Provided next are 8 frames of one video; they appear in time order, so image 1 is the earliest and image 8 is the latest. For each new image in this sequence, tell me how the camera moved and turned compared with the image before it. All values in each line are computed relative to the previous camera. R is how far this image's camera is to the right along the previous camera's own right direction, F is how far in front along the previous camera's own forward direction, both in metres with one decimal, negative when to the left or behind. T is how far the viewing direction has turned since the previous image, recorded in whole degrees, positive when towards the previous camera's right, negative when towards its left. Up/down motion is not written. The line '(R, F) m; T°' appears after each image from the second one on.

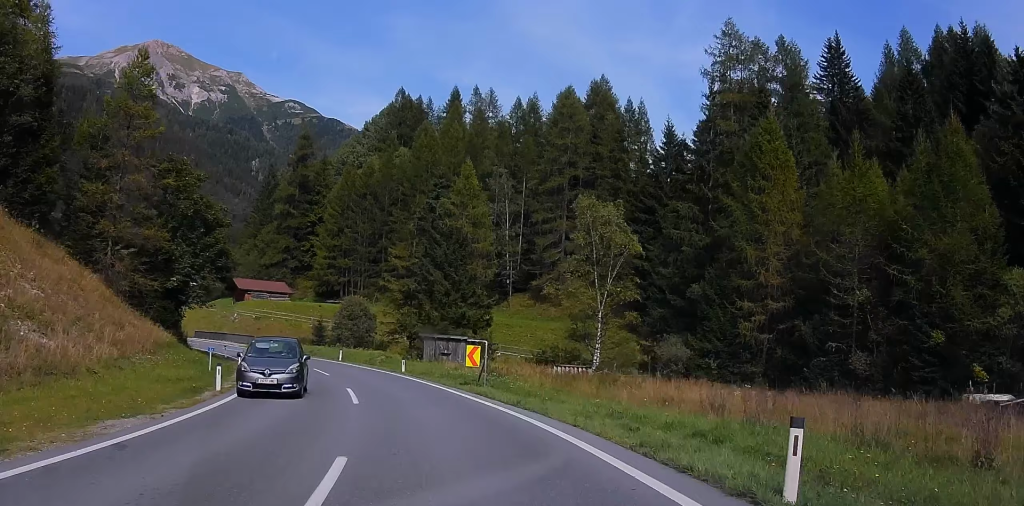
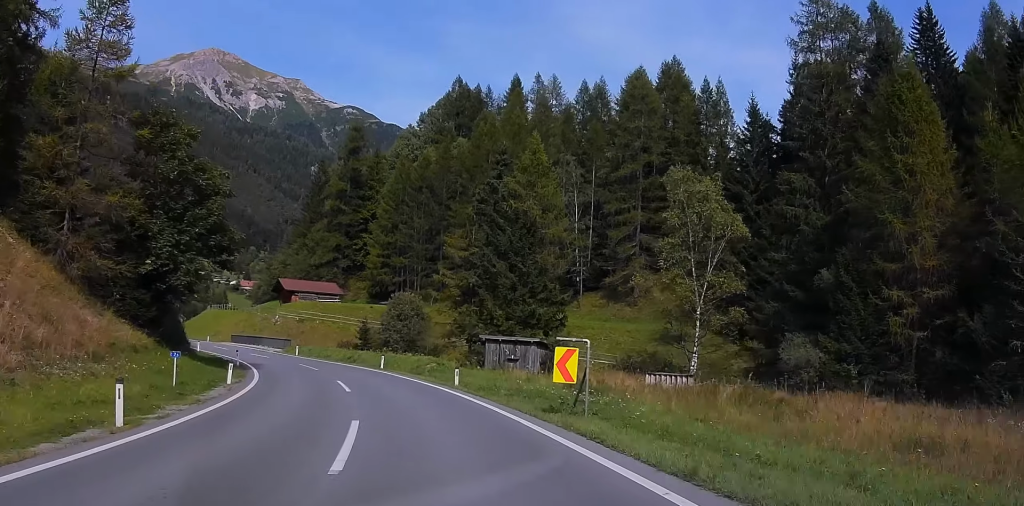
(-1.4, +9.9) m; -6°
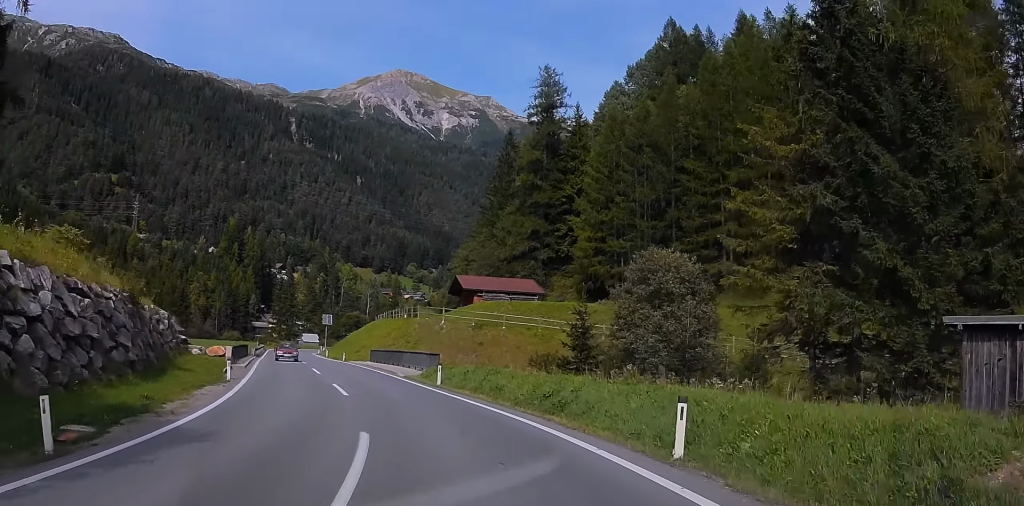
(+0.2, +33.0) m; 0°
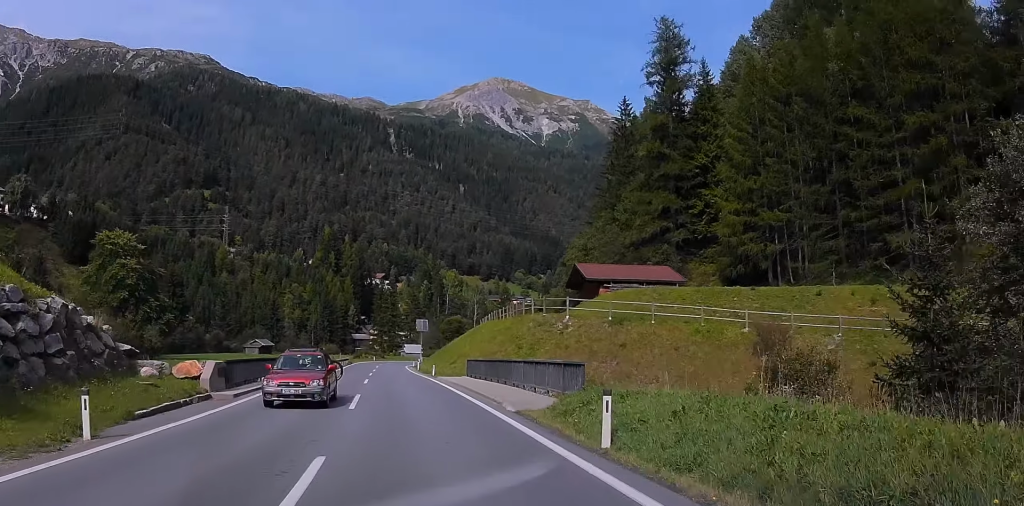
(-0.9, +18.3) m; -12°
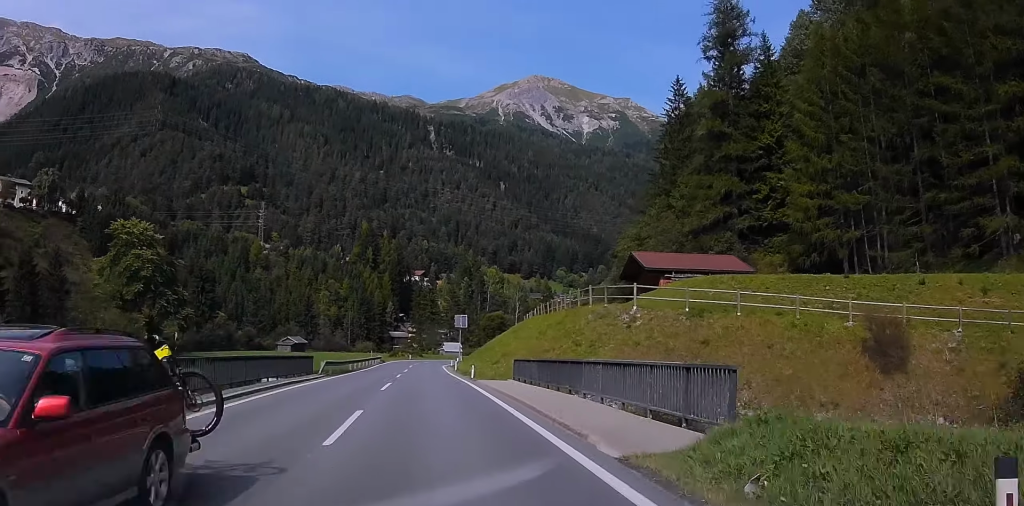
(-1.2, +8.4) m; -5°
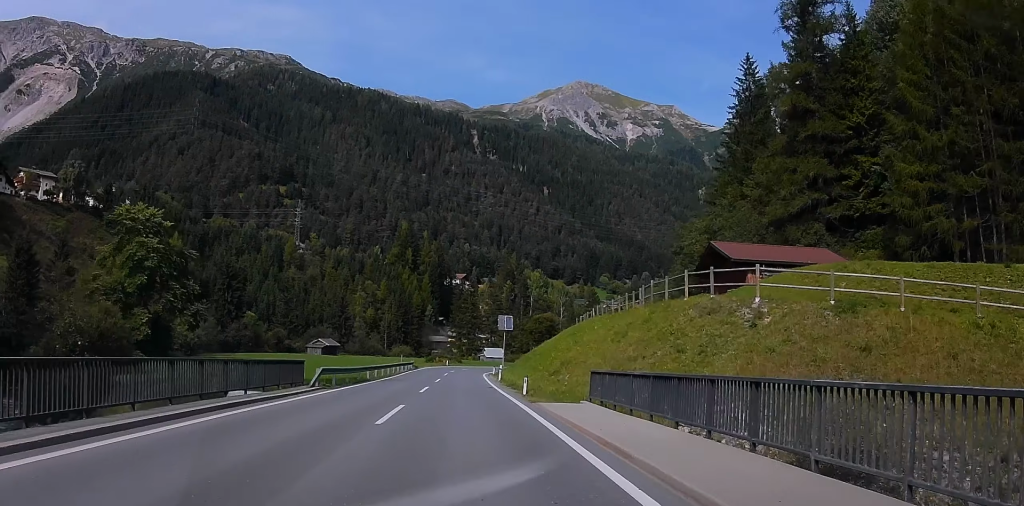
(-0.6, +11.8) m; -3°
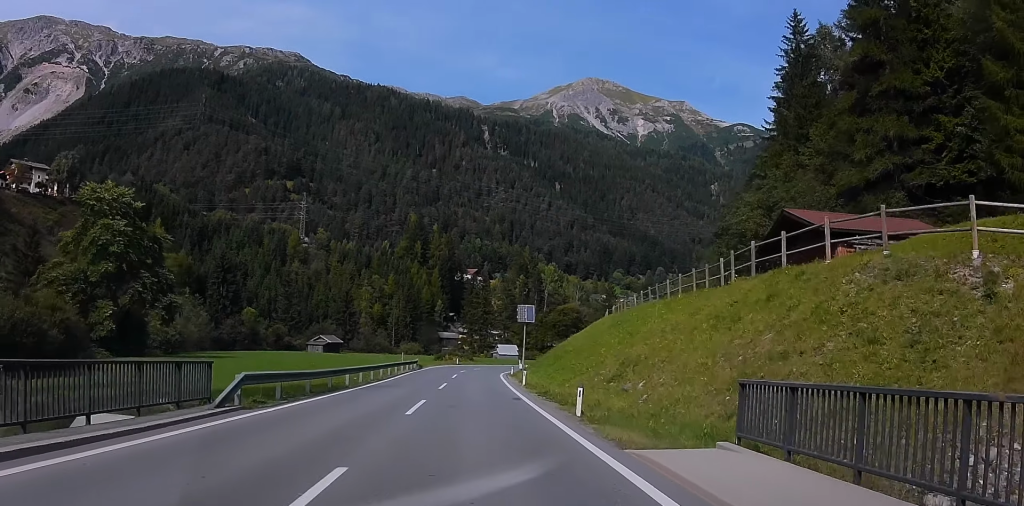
(0.0, +12.2) m; 0°
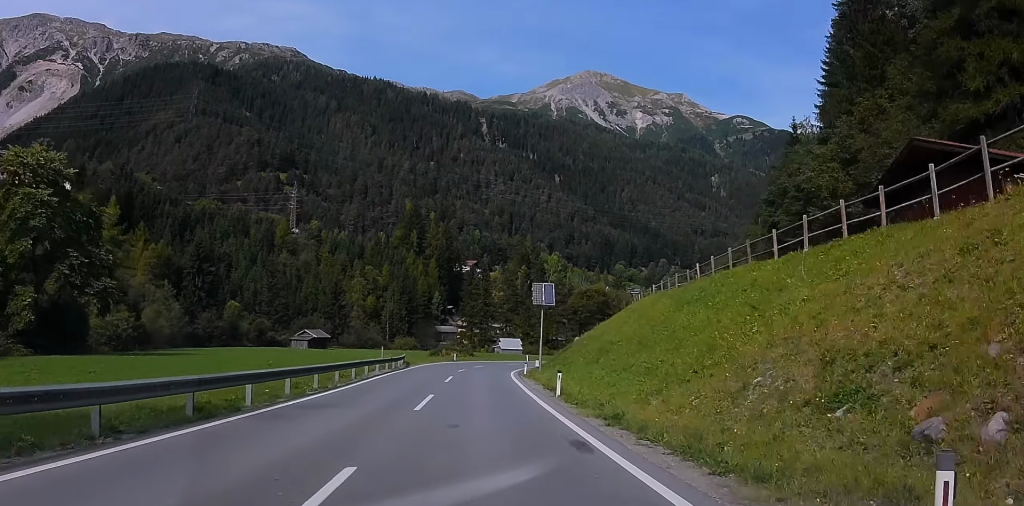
(+0.1, +15.3) m; +1°
